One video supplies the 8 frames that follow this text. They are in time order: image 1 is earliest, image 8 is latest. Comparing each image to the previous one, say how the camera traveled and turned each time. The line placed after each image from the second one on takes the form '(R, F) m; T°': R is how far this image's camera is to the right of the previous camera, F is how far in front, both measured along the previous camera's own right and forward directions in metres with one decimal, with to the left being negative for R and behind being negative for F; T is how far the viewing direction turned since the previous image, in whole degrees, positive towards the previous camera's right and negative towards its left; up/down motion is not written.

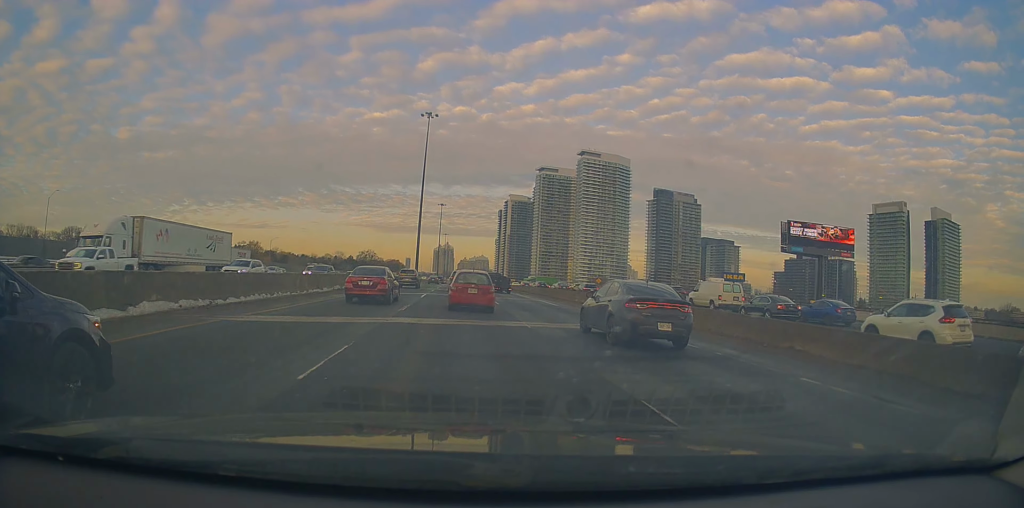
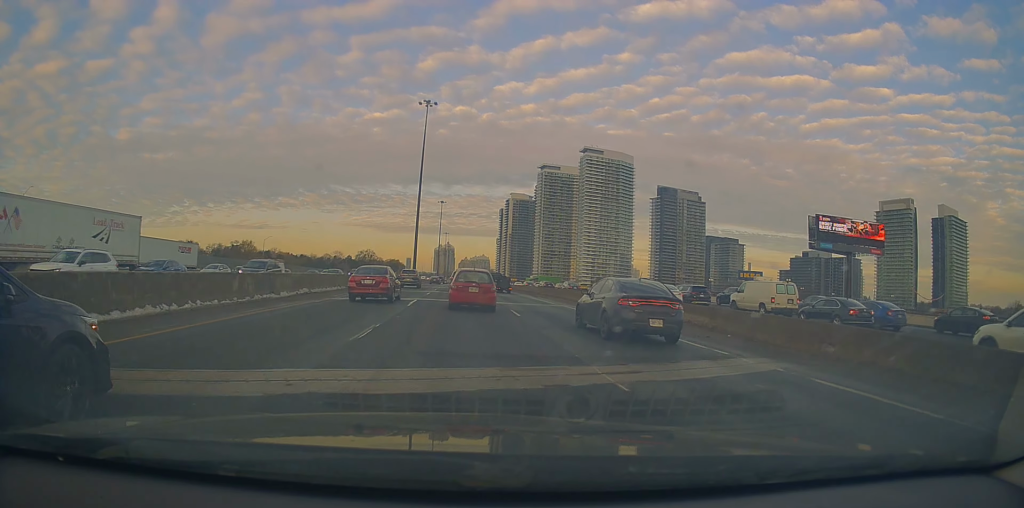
(0.0, +8.4) m; 0°
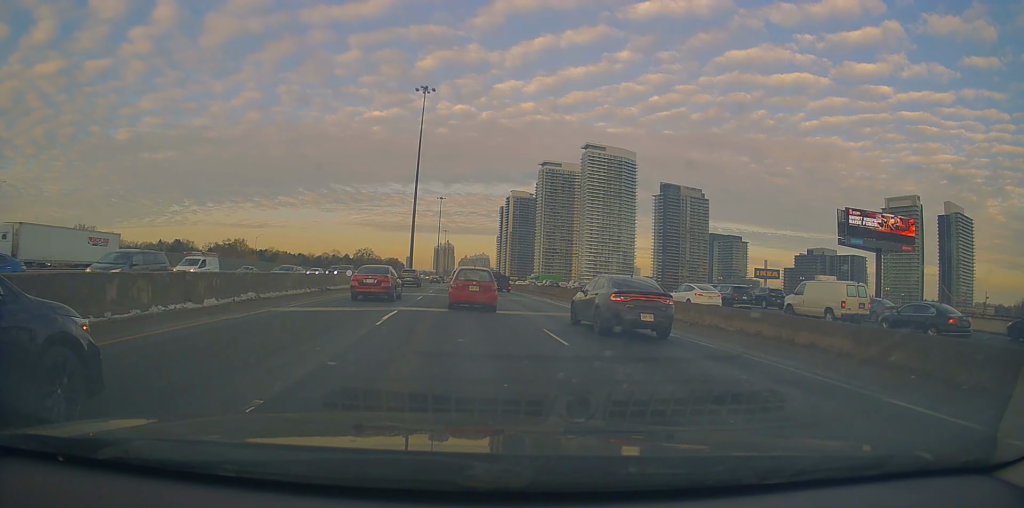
(0.0, +8.0) m; +1°
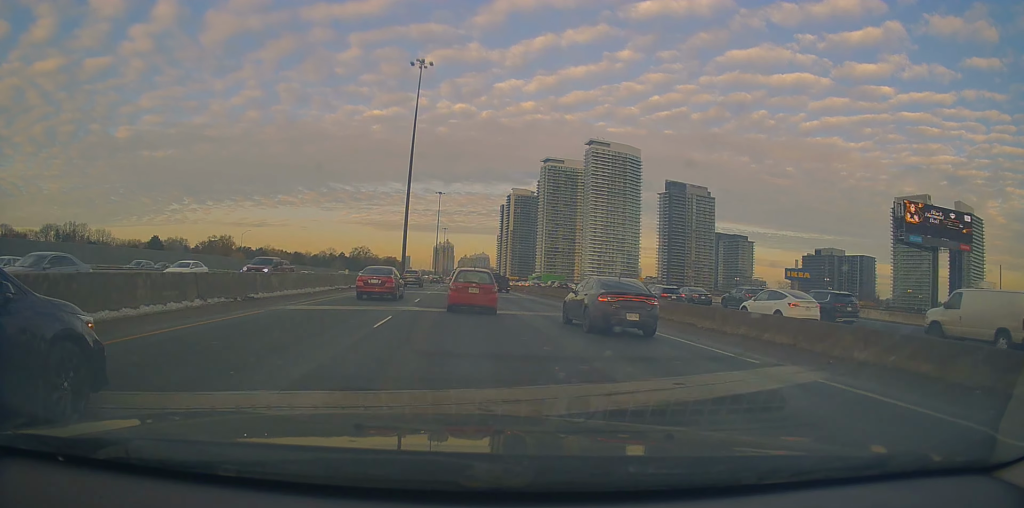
(0.0, +13.4) m; +1°
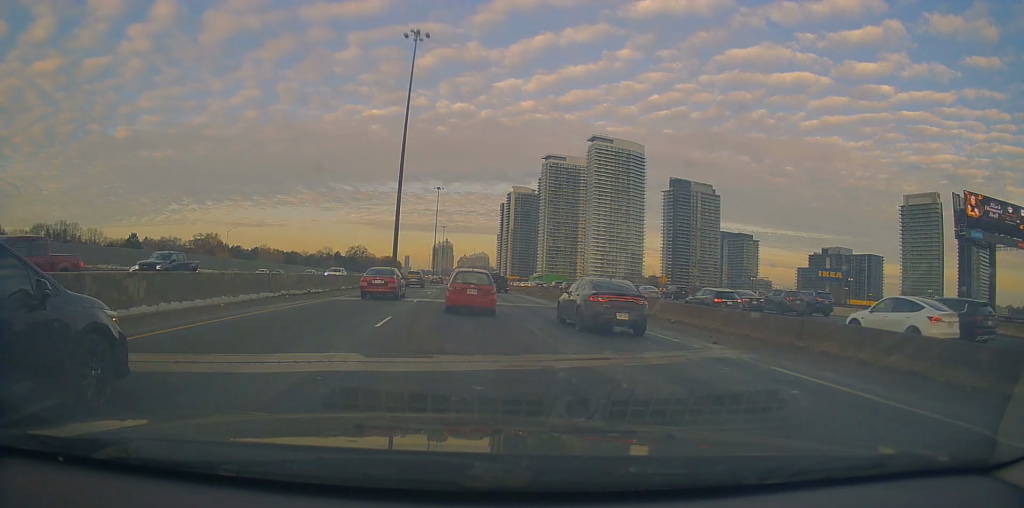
(+0.4, +11.9) m; 0°
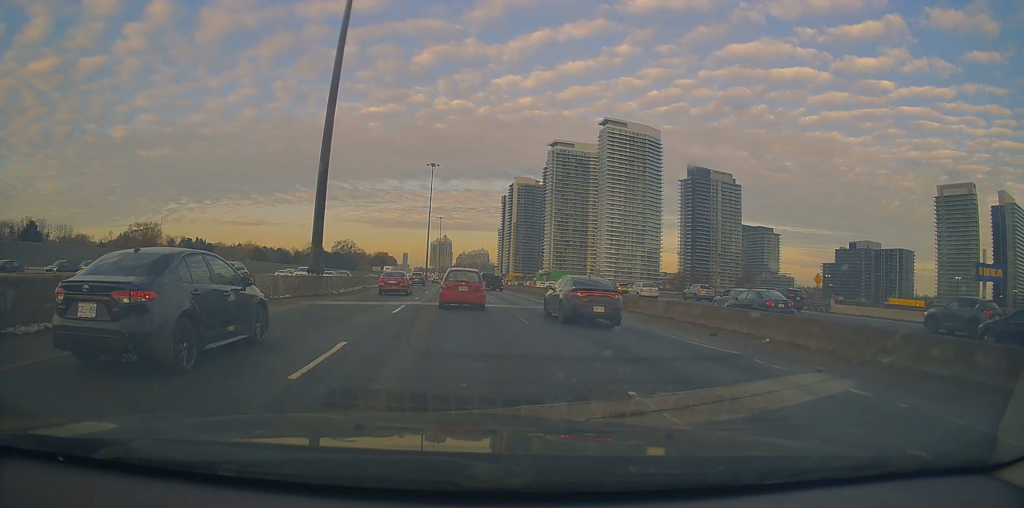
(-1.4, +42.4) m; -2°
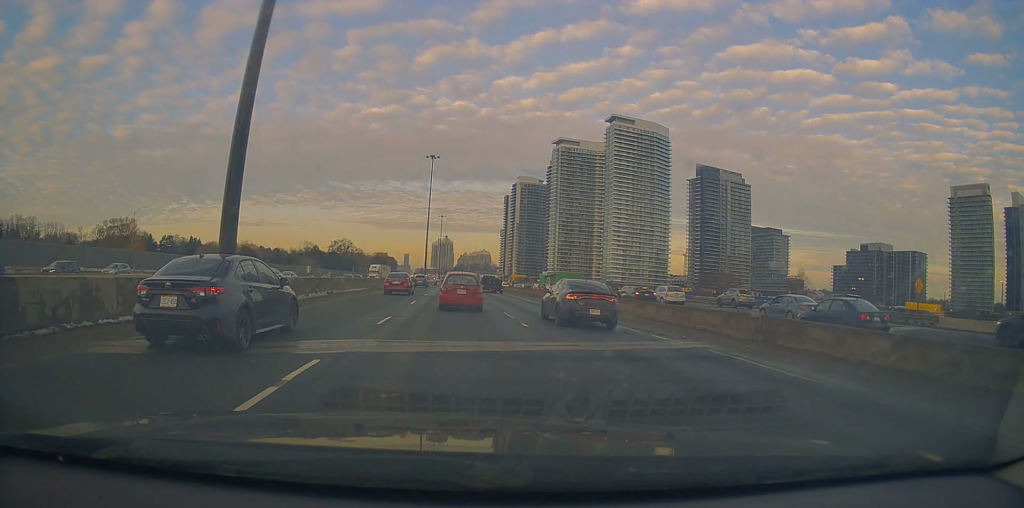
(0.0, +13.6) m; +1°
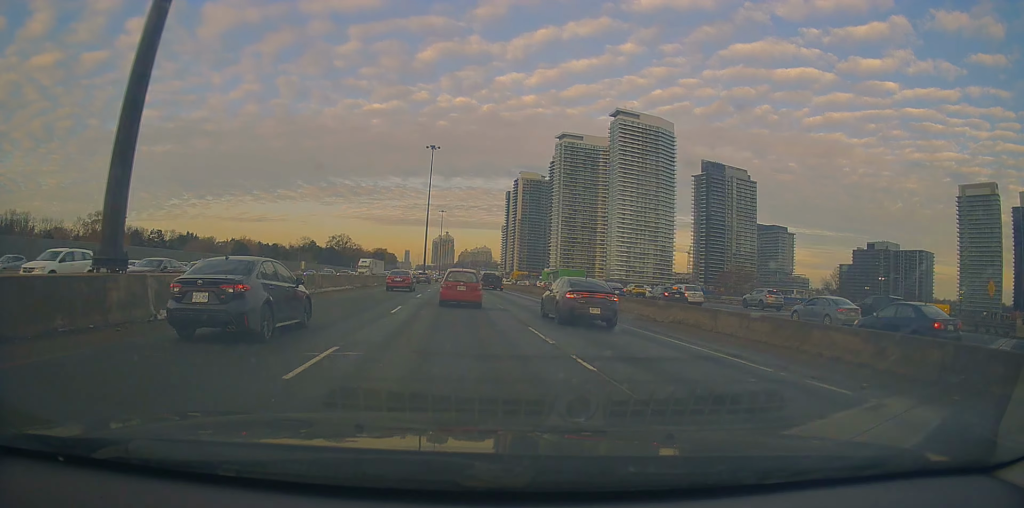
(-0.1, +7.3) m; +1°
